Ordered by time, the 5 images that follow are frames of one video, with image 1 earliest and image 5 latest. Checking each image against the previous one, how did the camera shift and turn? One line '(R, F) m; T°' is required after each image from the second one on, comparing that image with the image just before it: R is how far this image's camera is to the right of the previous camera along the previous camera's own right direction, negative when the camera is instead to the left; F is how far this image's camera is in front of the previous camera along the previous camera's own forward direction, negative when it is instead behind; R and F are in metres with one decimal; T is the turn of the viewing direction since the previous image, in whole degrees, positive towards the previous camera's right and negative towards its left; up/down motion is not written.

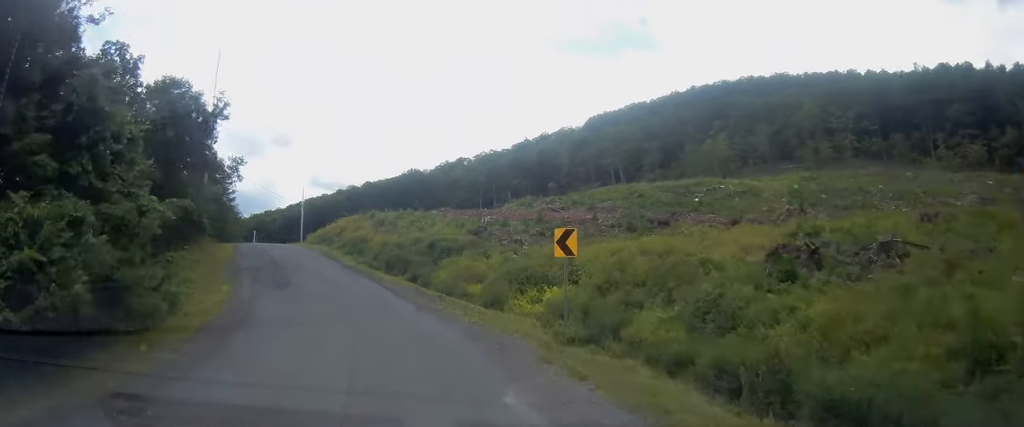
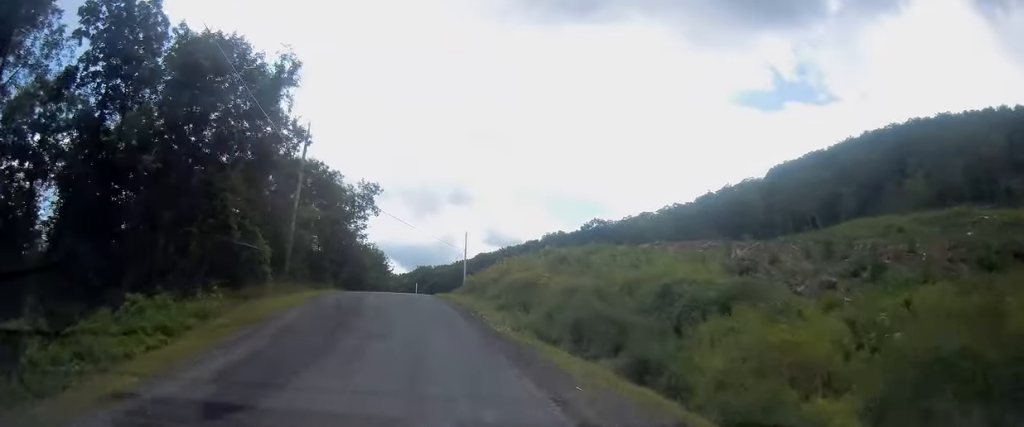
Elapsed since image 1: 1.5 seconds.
(-2.4, +18.5) m; -14°
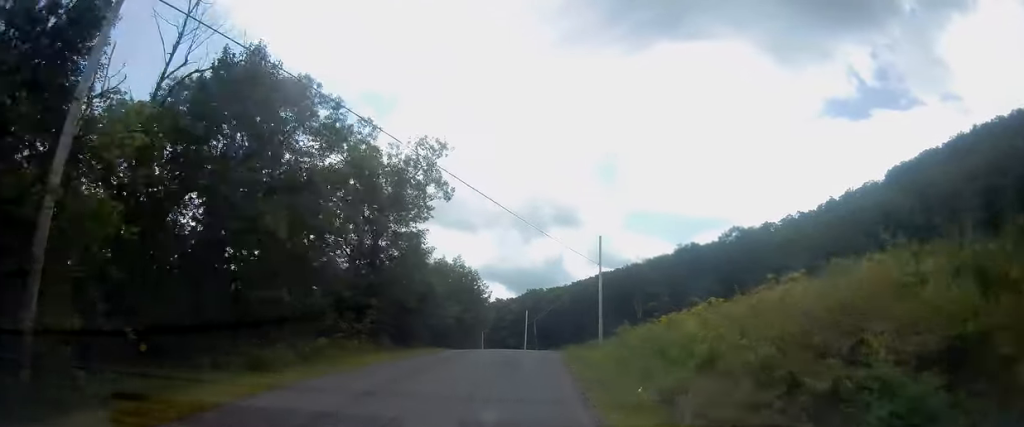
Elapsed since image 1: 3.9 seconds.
(-4.3, +31.2) m; -12°
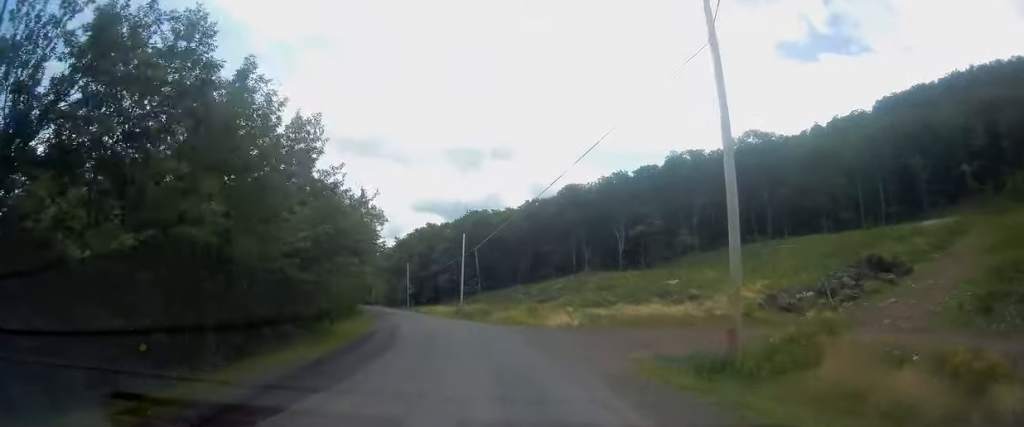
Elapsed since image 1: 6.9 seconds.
(+2.5, +45.1) m; +7°
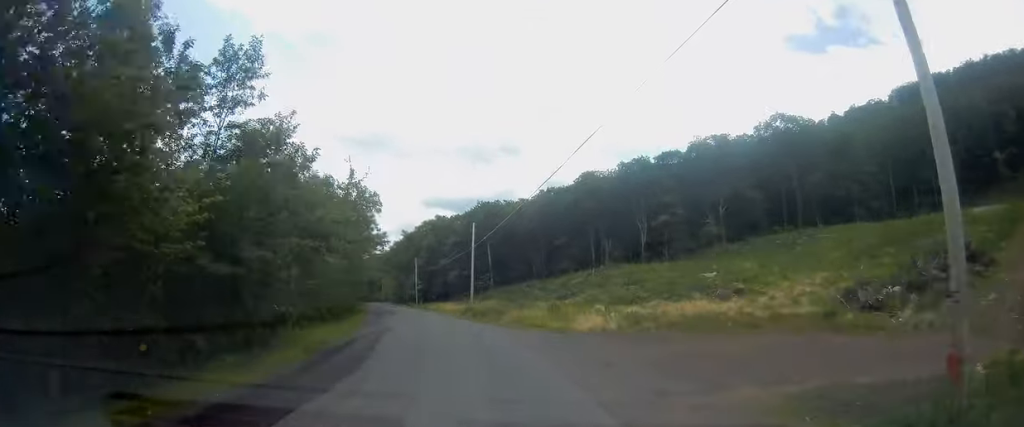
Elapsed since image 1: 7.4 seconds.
(0.0, +8.4) m; -1°
